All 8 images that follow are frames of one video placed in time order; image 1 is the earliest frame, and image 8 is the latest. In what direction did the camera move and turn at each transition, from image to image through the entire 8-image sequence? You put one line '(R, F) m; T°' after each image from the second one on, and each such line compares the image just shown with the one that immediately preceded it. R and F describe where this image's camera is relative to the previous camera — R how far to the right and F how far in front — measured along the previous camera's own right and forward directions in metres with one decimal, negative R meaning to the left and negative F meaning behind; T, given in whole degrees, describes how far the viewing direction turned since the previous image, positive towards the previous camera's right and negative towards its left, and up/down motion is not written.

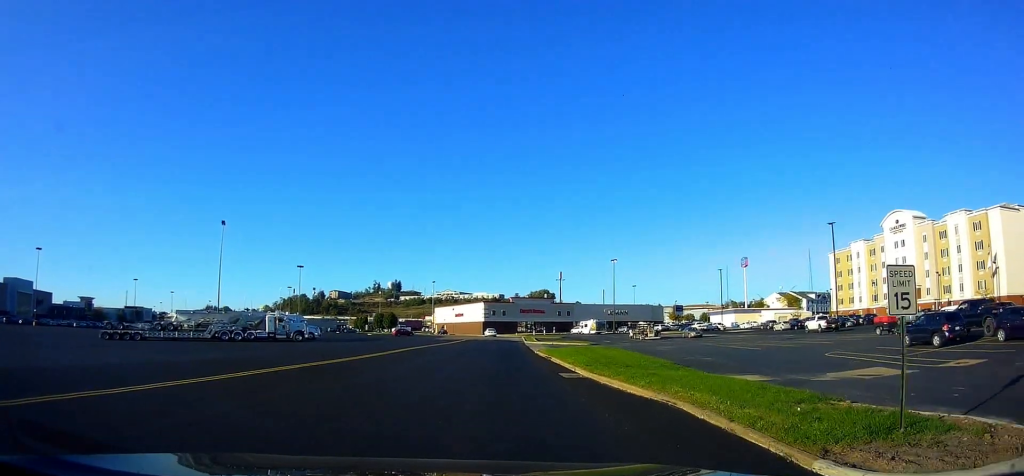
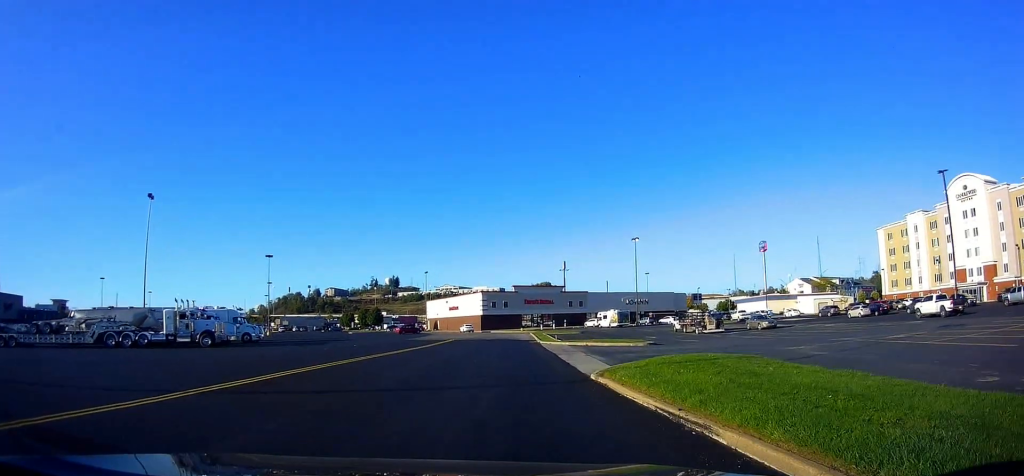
(-0.1, +20.8) m; 0°
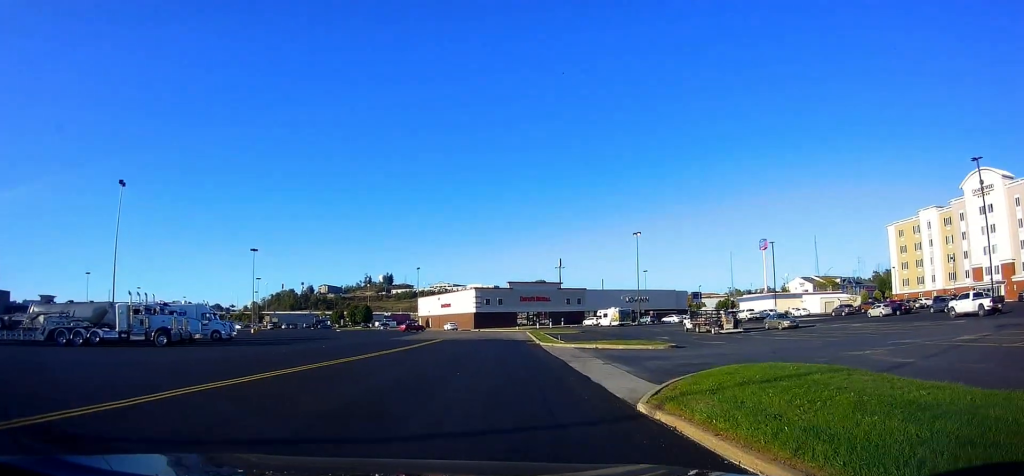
(0.0, +6.1) m; 0°
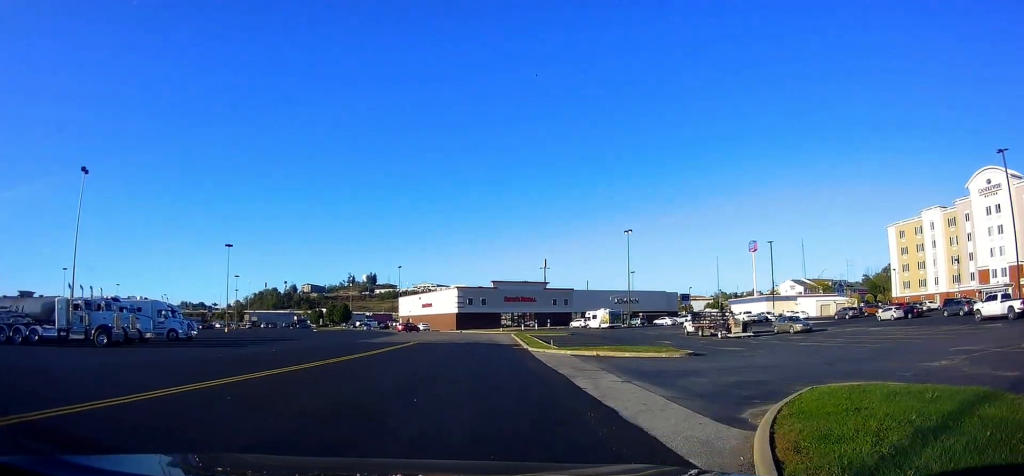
(0.0, +5.3) m; +3°
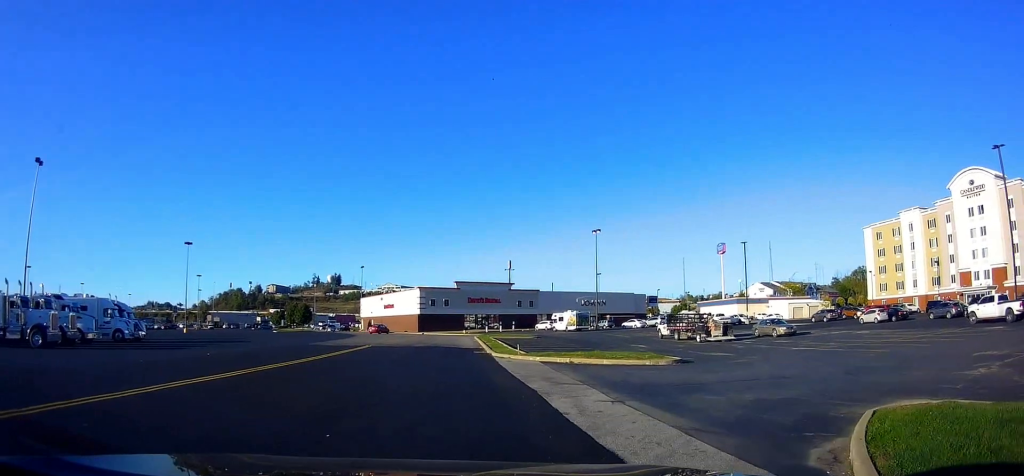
(-0.2, +3.9) m; +2°
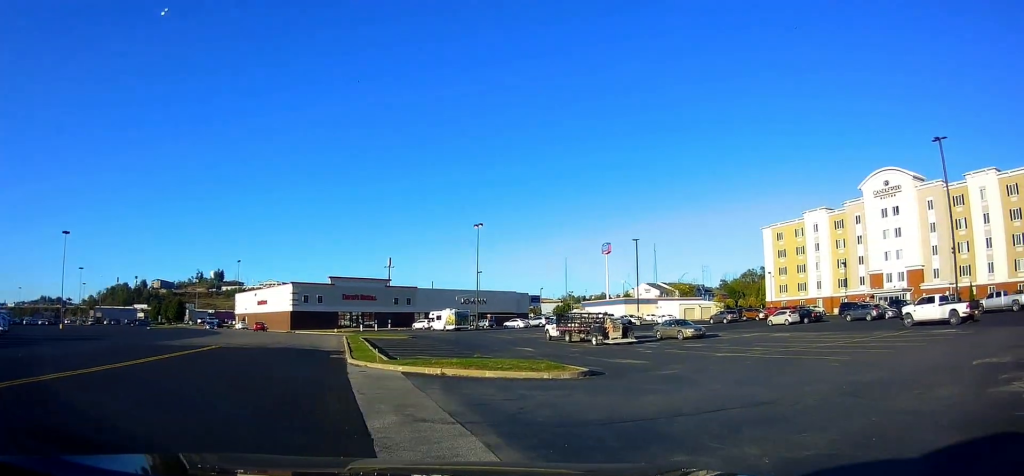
(+0.6, +6.1) m; +14°
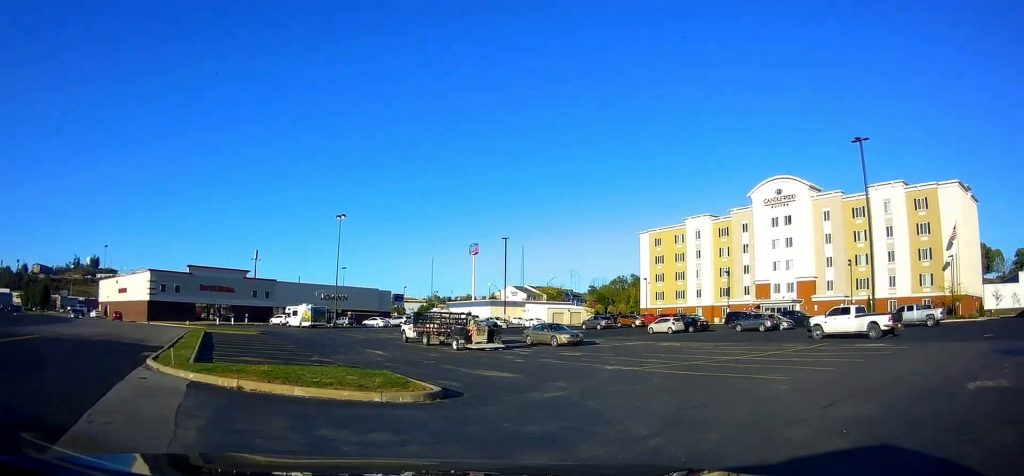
(+0.8, +5.0) m; +12°
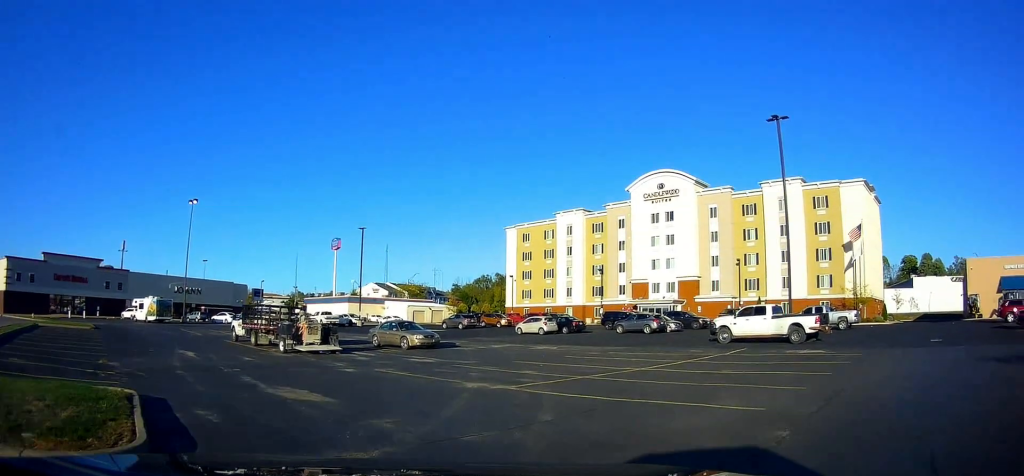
(+0.7, +6.2) m; +10°
